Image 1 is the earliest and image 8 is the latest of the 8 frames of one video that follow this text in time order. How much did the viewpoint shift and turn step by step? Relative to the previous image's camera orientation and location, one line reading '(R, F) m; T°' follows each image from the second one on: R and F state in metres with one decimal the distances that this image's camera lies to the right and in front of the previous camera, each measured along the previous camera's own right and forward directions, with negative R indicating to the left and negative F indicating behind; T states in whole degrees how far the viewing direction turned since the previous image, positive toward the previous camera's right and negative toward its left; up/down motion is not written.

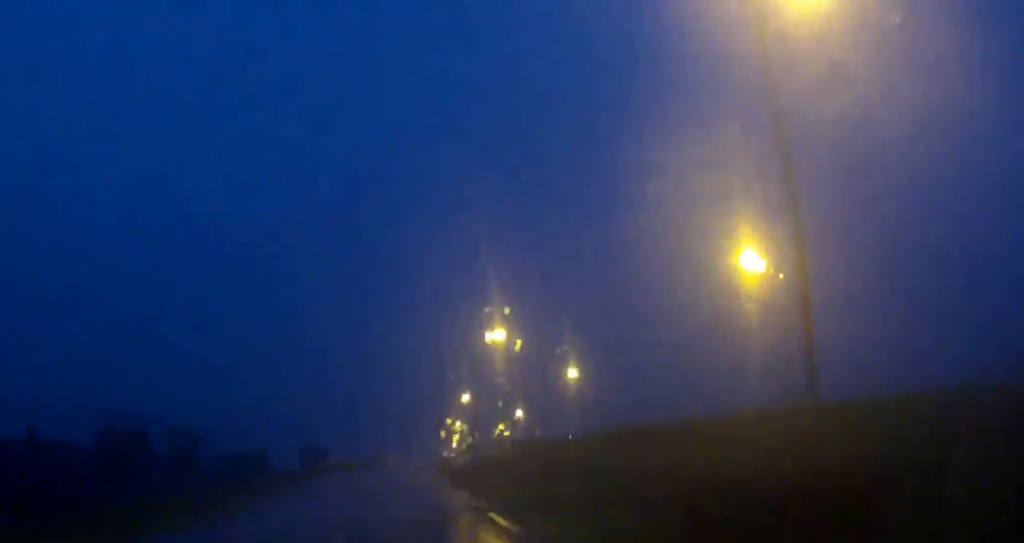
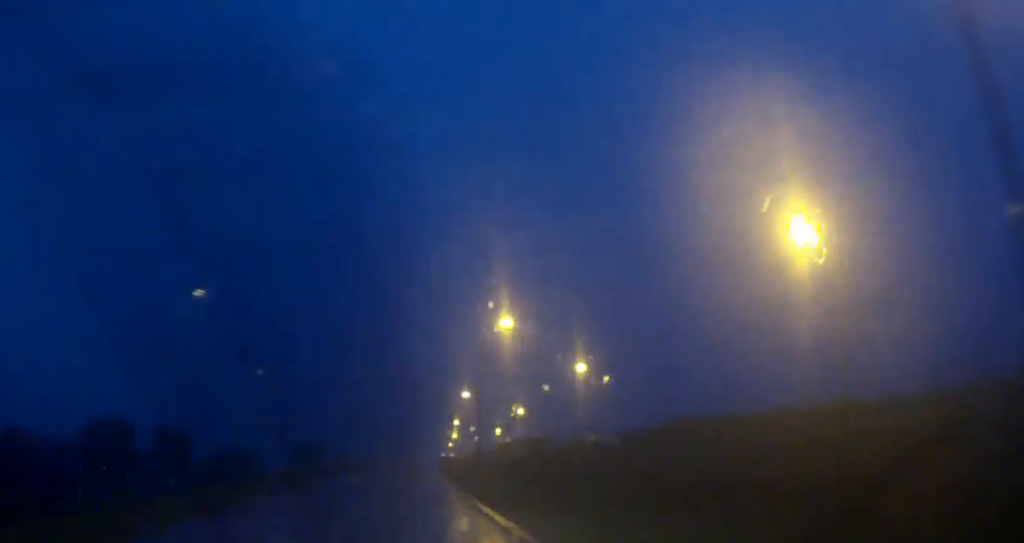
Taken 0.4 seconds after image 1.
(0.0, +7.0) m; 0°
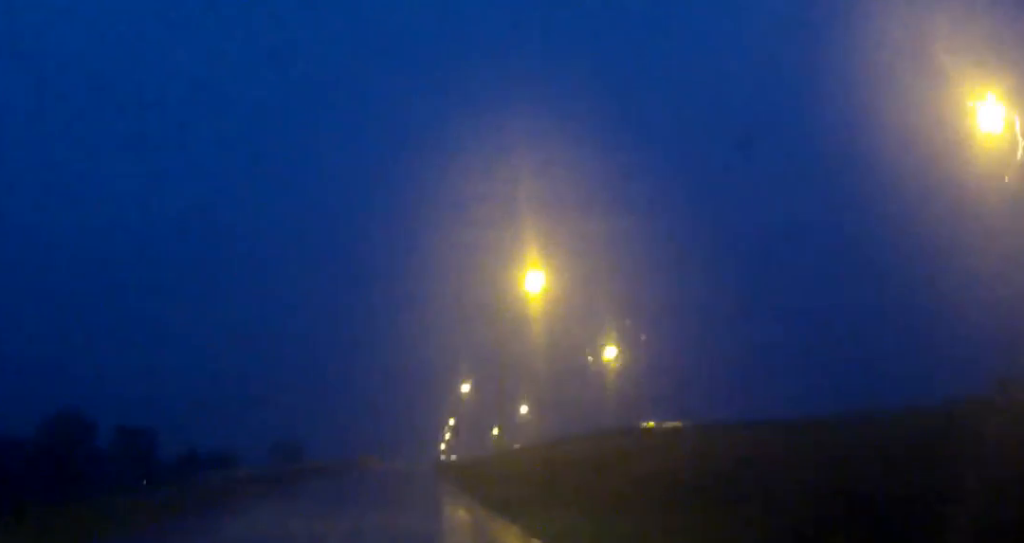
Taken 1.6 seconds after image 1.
(0.0, +17.5) m; +1°
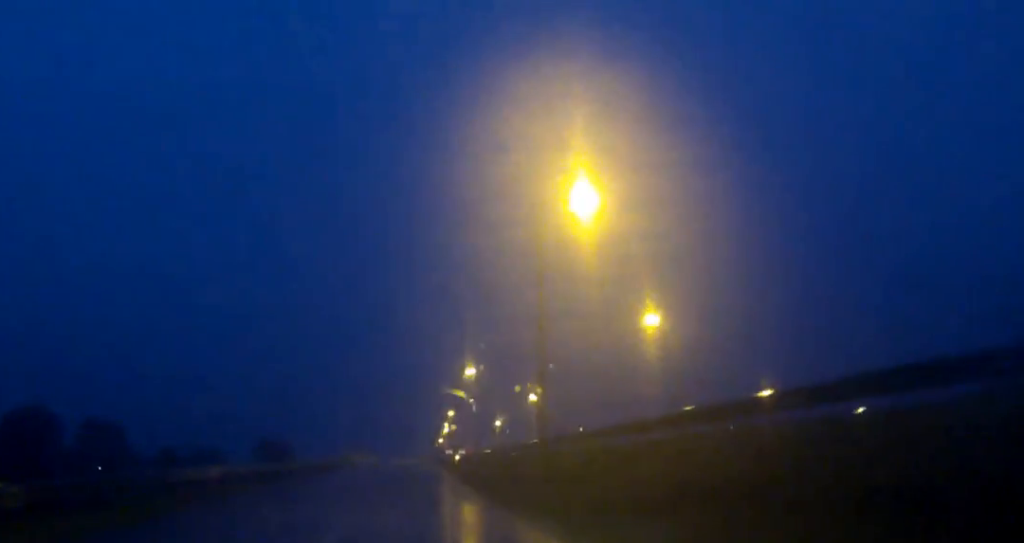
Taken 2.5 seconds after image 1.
(+0.1, +14.7) m; +1°
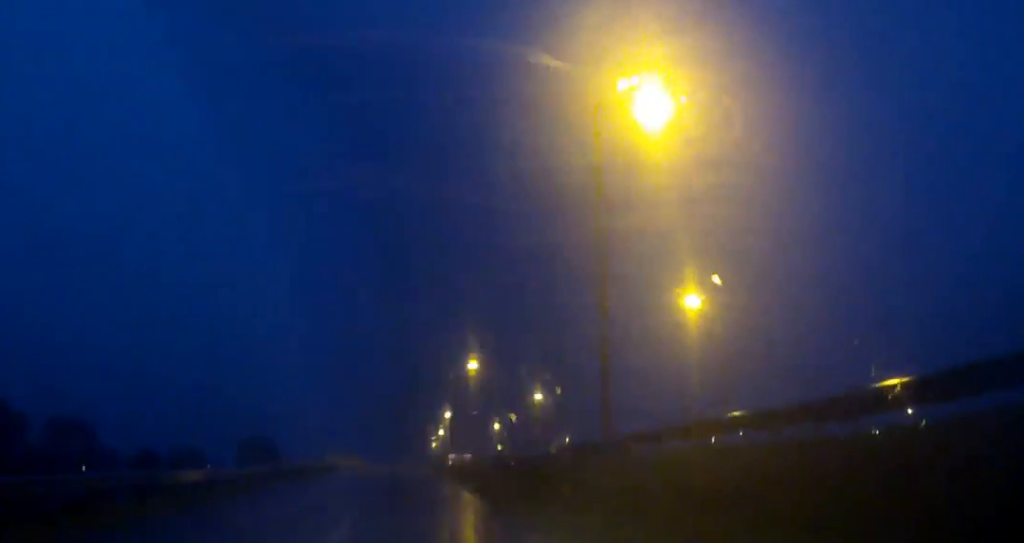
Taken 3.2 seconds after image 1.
(+0.1, +10.1) m; 0°
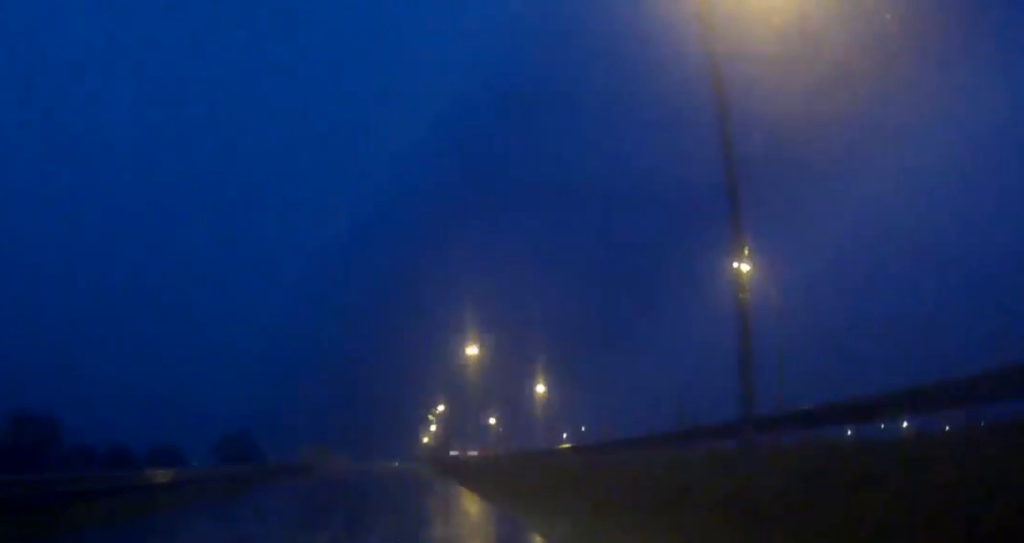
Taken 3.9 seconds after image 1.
(0.0, +9.9) m; 0°
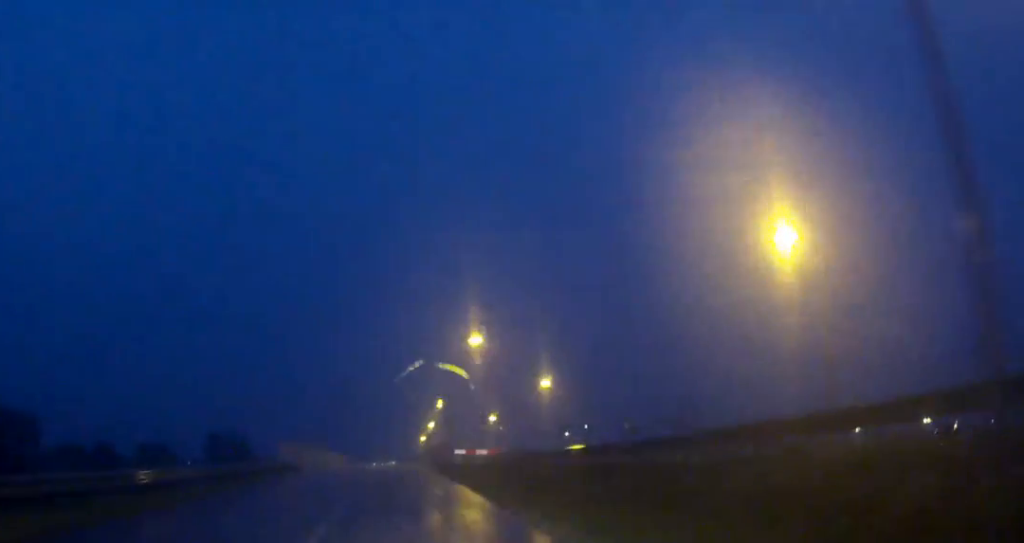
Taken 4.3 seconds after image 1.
(0.0, +6.2) m; 0°
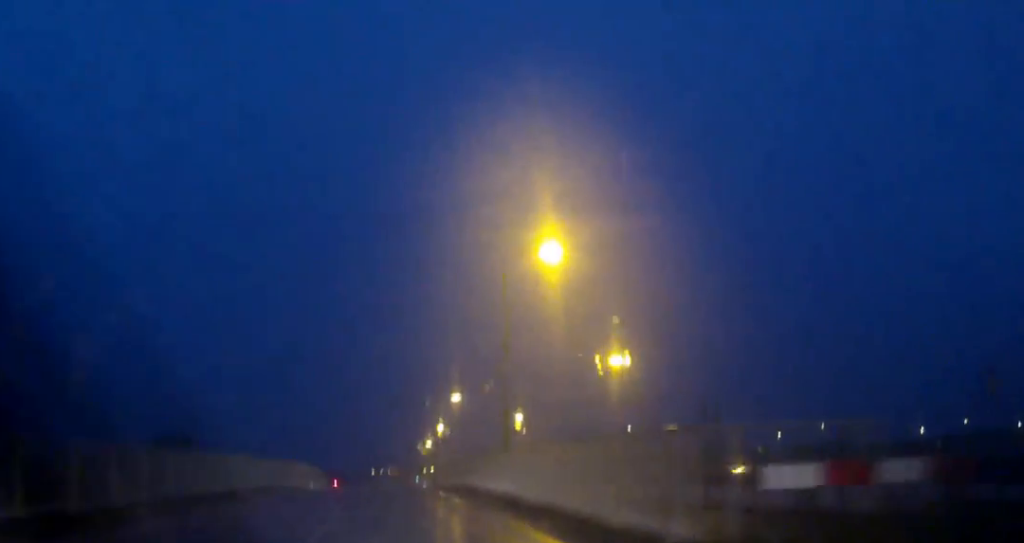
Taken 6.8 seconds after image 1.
(+0.2, +32.5) m; +1°
